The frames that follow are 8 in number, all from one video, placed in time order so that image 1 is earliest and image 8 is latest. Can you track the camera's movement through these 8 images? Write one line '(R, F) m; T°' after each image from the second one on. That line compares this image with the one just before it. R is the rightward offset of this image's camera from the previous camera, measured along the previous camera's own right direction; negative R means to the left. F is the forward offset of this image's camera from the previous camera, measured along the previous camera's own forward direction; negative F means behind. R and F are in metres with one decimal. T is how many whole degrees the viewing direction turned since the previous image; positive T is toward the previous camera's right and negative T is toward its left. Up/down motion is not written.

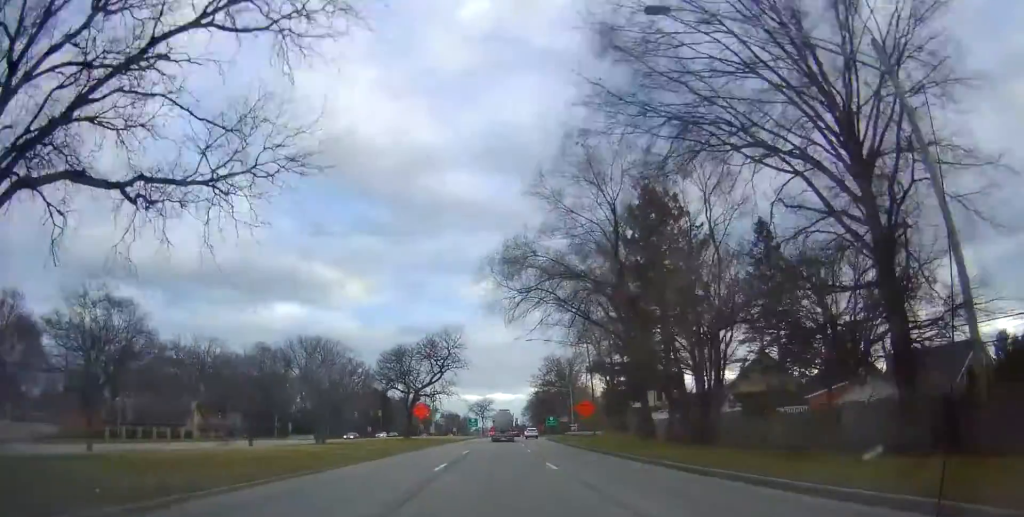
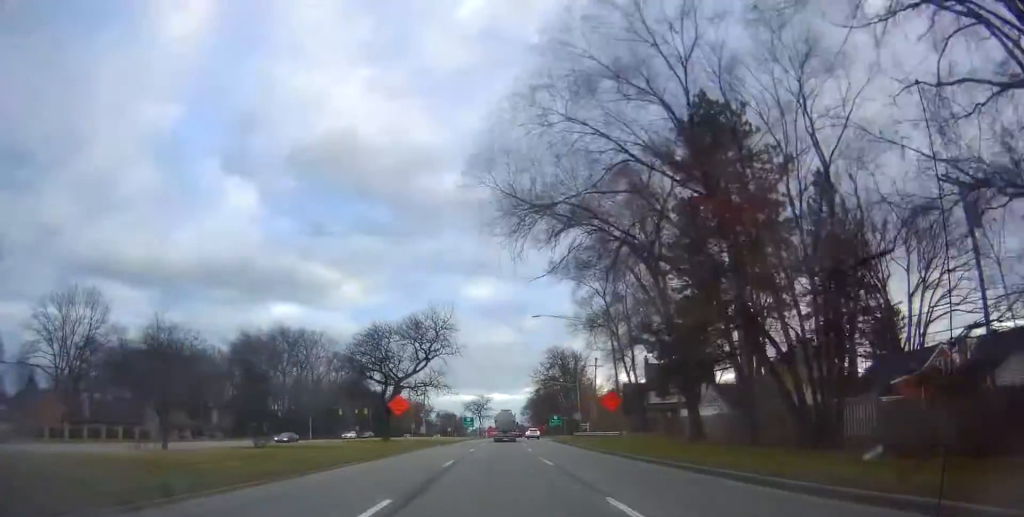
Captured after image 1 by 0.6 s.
(0.0, +12.1) m; 0°
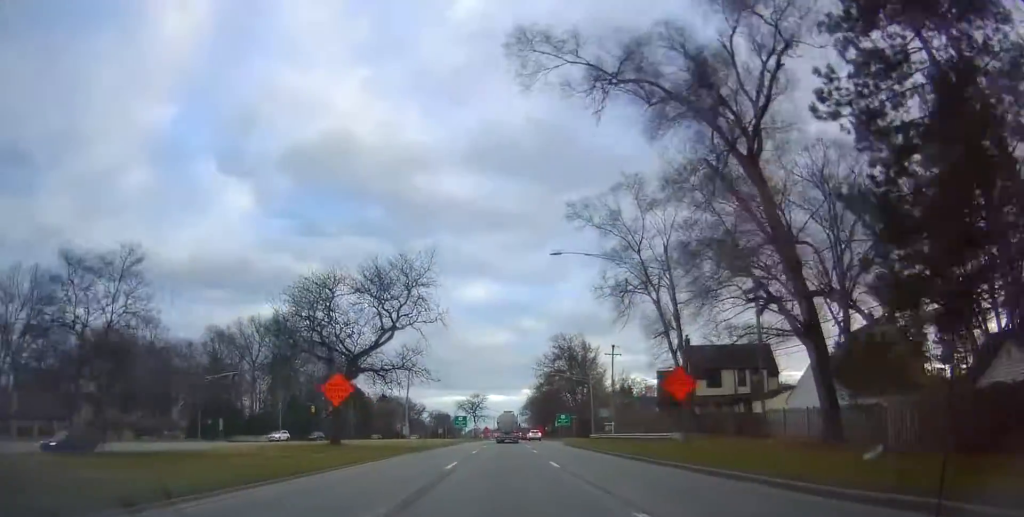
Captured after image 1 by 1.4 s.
(-0.1, +17.0) m; +2°
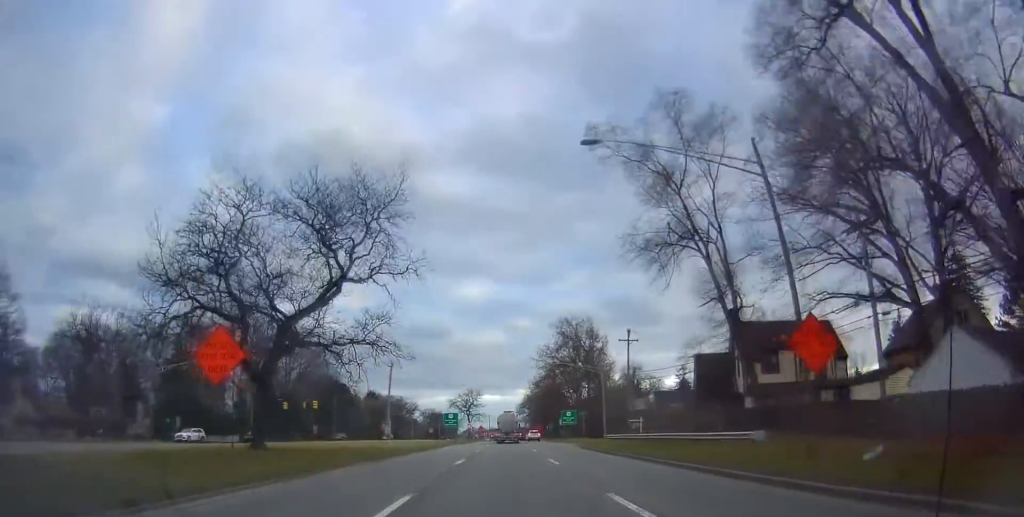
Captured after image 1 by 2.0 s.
(+0.5, +12.2) m; 0°
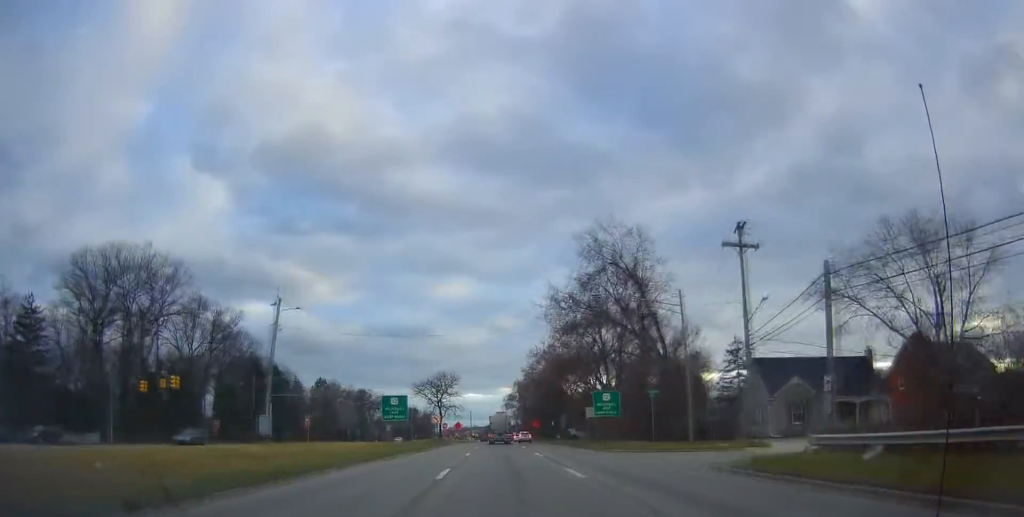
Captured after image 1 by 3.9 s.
(-0.1, +38.1) m; +1°
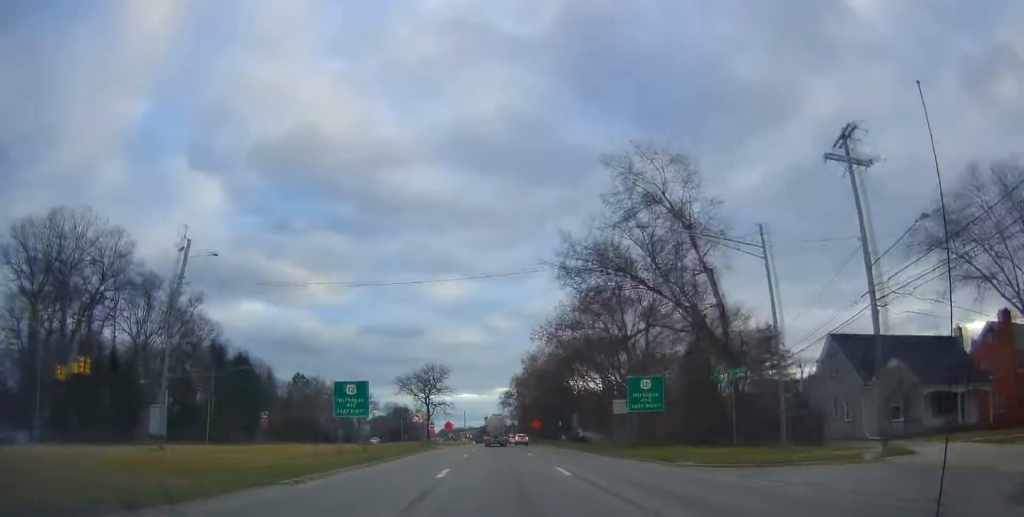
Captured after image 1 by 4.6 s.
(+0.3, +13.6) m; +1°
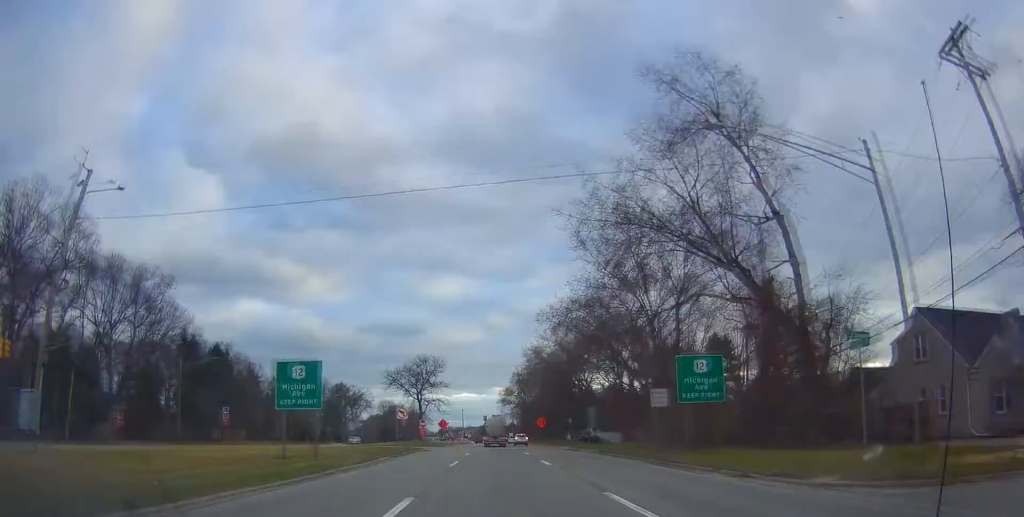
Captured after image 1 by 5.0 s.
(-0.2, +9.5) m; 0°
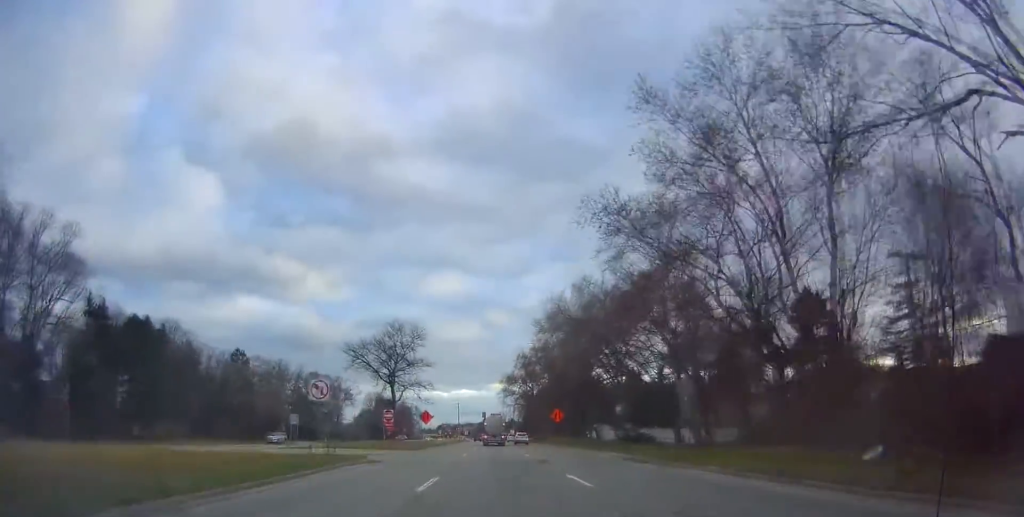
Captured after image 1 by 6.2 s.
(+0.2, +22.9) m; 0°
